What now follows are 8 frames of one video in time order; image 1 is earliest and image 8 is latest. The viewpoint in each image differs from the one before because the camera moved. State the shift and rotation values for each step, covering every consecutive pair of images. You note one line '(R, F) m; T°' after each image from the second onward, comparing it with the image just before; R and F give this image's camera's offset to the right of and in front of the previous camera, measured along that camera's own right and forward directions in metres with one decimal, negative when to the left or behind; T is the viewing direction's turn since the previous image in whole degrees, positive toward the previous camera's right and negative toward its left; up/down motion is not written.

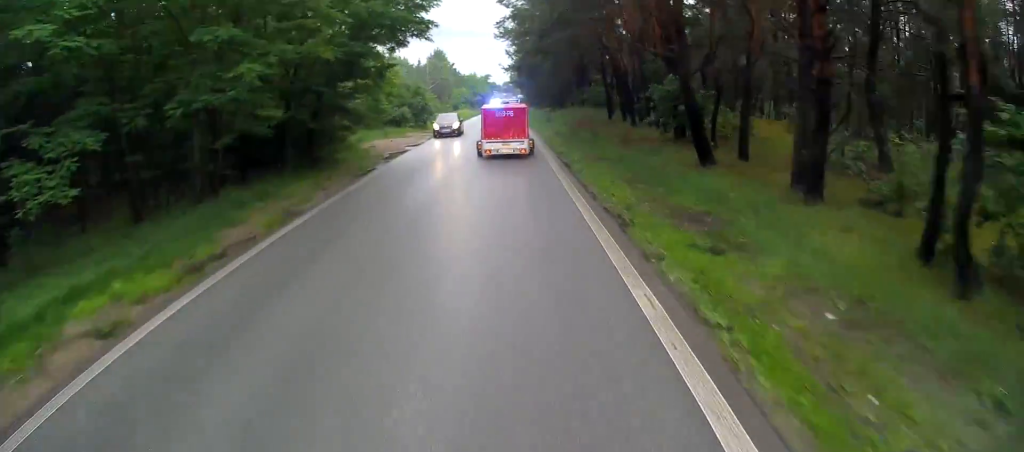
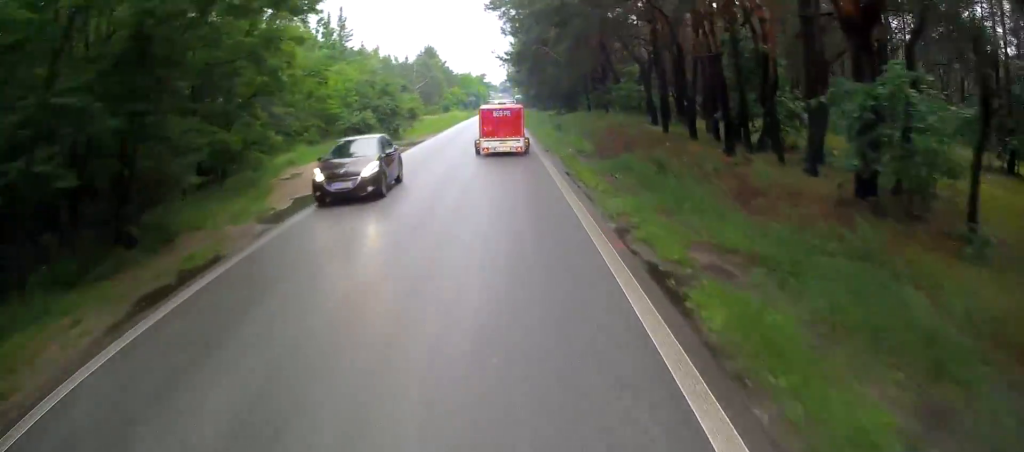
(-0.1, +12.6) m; -1°
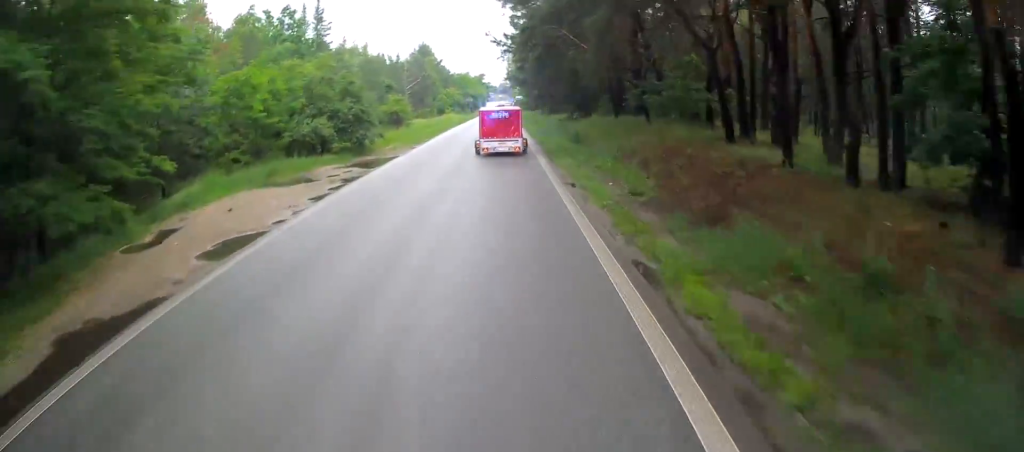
(0.0, +9.7) m; -2°
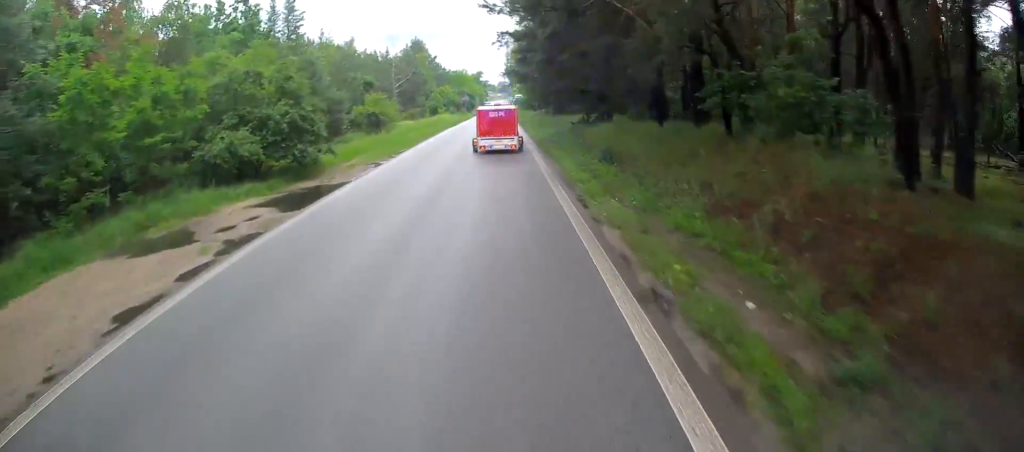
(-0.1, +9.1) m; -3°
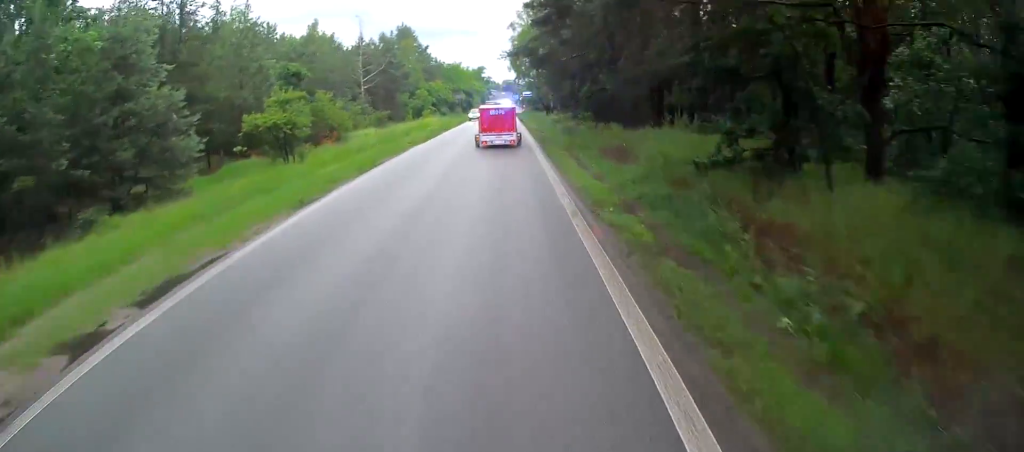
(-1.1, +22.3) m; -2°
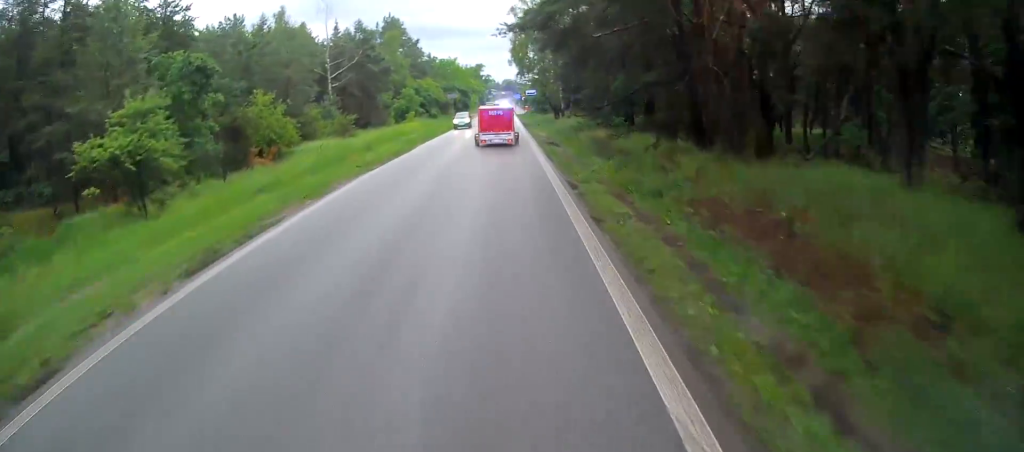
(0.0, +12.3) m; +3°
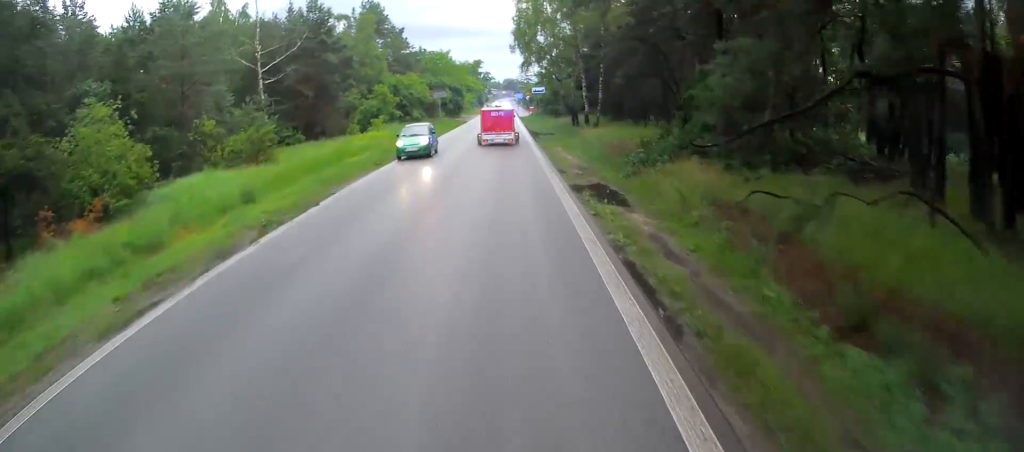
(+0.8, +15.5) m; +3°
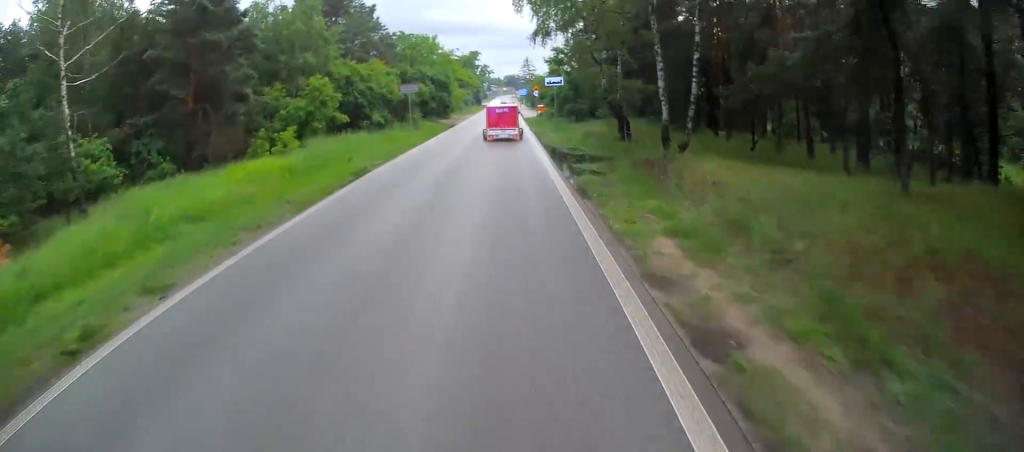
(+0.2, +18.7) m; +1°
